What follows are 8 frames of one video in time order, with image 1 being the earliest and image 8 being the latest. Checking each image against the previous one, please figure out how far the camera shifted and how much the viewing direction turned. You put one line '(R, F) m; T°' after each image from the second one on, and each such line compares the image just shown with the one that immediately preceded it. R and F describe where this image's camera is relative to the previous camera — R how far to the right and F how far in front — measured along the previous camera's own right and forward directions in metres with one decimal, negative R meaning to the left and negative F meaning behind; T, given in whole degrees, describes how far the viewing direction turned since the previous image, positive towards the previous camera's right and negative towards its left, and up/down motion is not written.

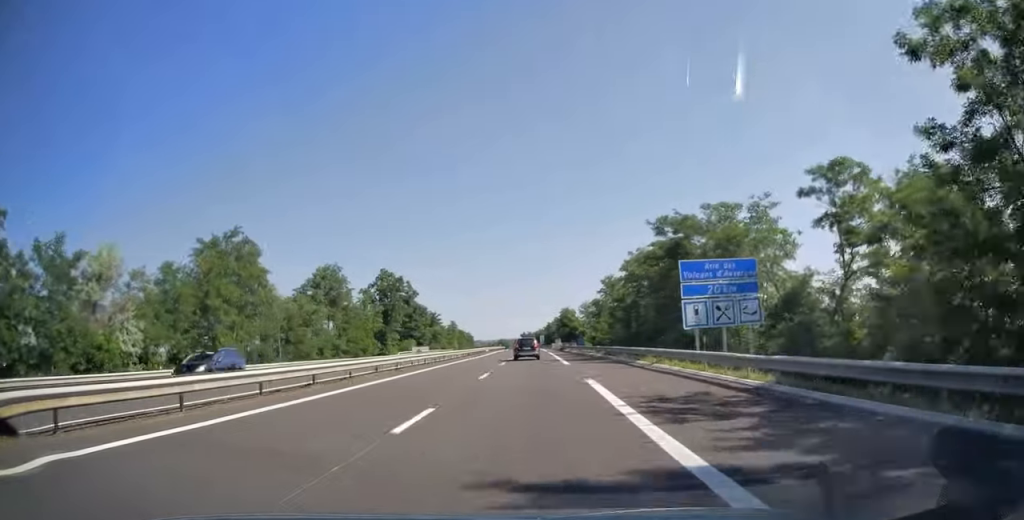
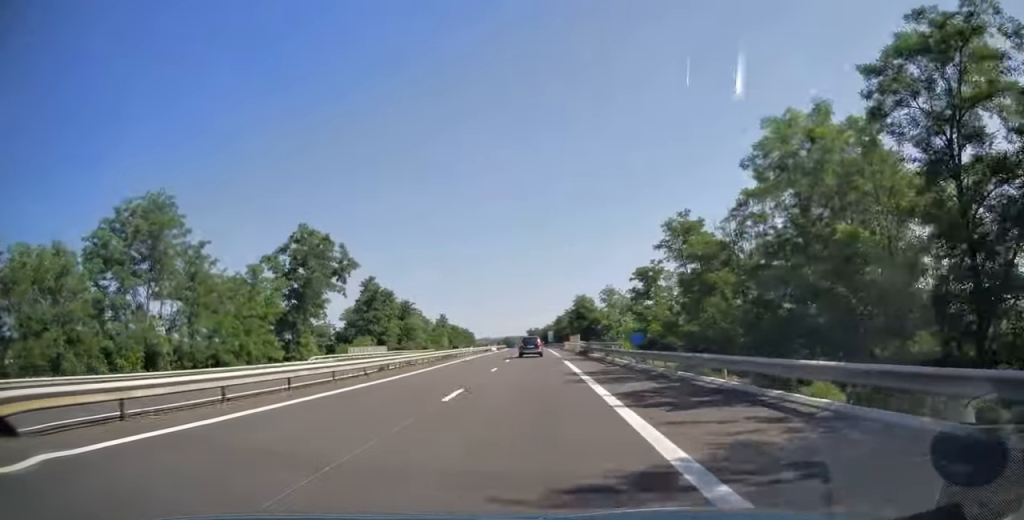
(-0.2, +34.5) m; -1°
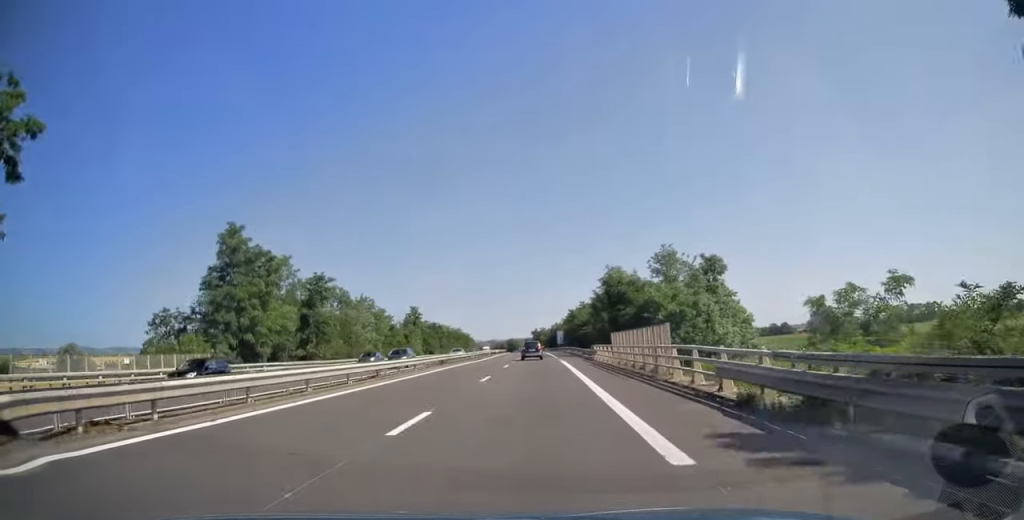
(-0.5, +43.9) m; -1°
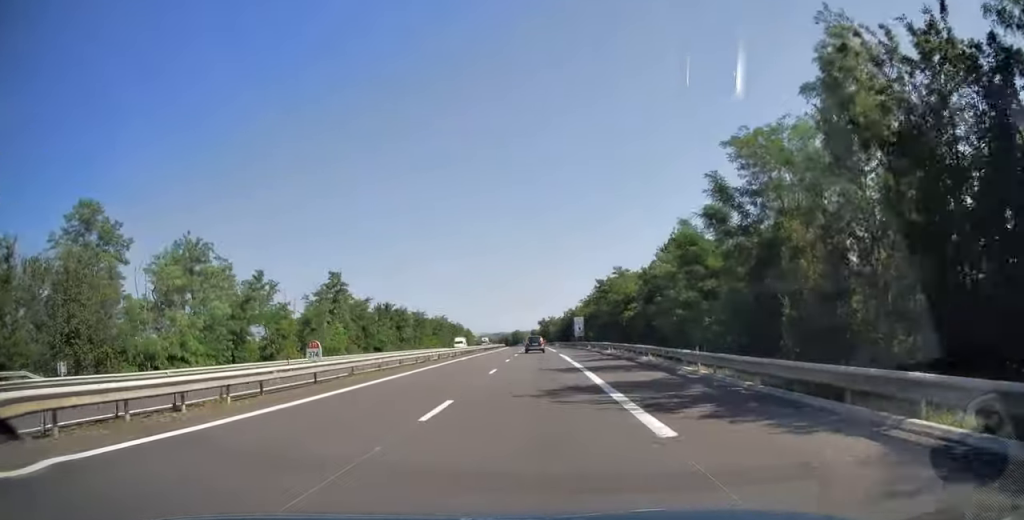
(-0.3, +50.7) m; -1°
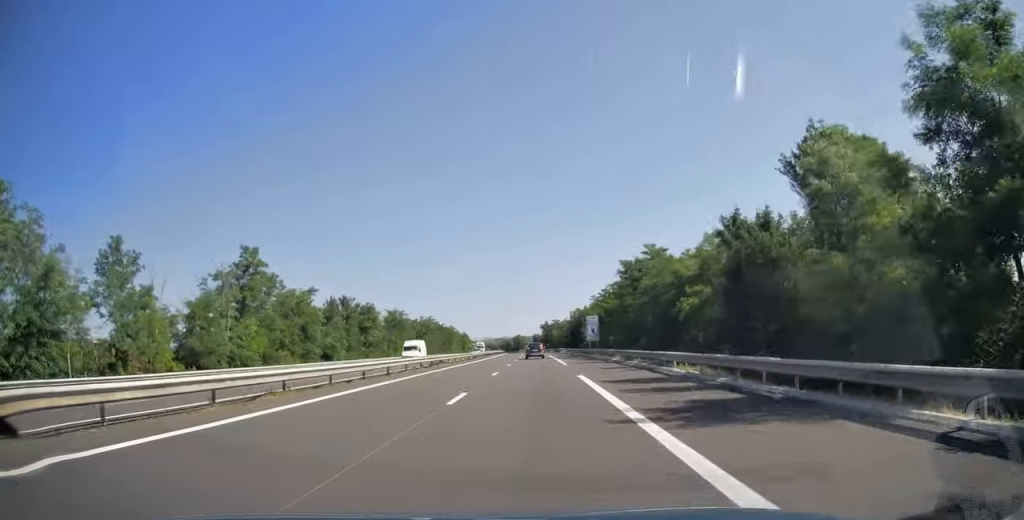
(-0.1, +22.6) m; 0°
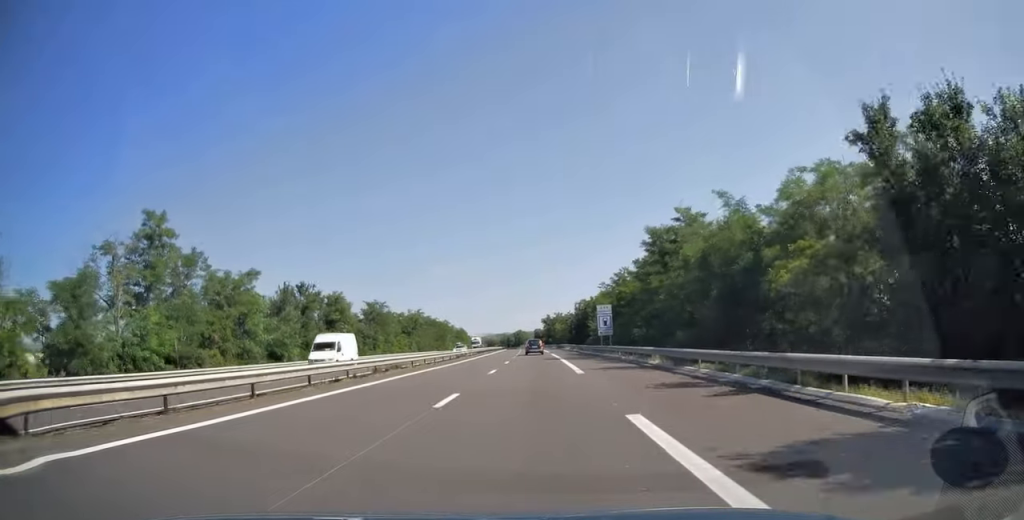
(-0.1, +14.0) m; 0°
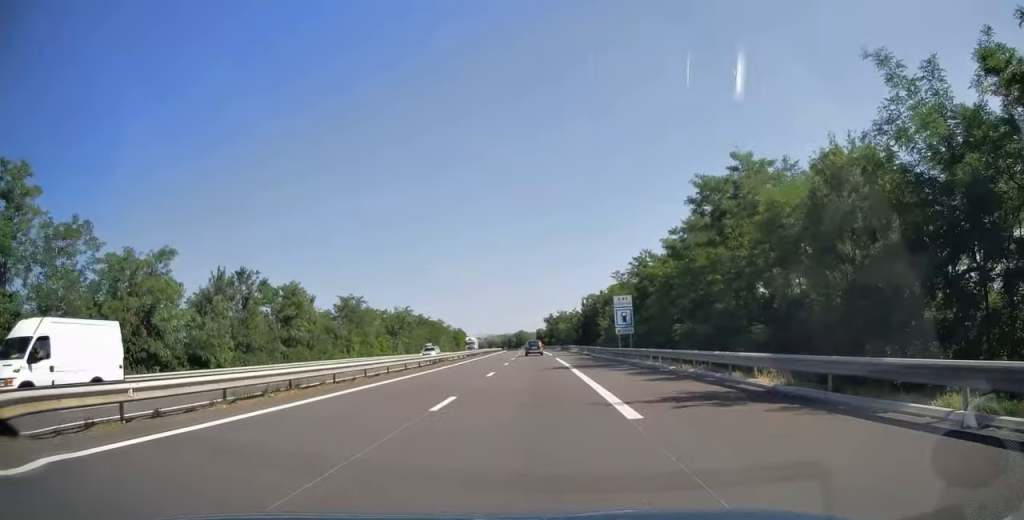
(0.0, +13.5) m; 0°
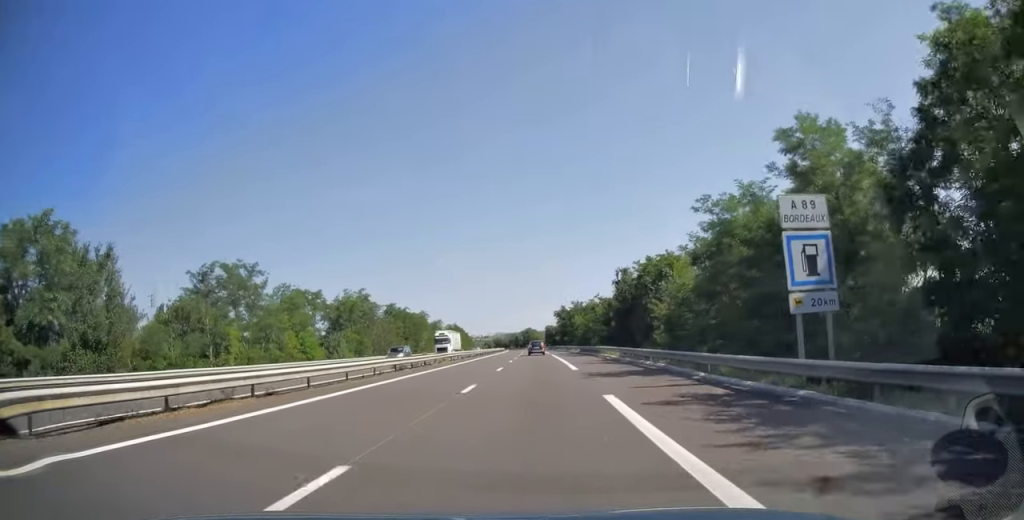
(-0.1, +34.6) m; -1°
